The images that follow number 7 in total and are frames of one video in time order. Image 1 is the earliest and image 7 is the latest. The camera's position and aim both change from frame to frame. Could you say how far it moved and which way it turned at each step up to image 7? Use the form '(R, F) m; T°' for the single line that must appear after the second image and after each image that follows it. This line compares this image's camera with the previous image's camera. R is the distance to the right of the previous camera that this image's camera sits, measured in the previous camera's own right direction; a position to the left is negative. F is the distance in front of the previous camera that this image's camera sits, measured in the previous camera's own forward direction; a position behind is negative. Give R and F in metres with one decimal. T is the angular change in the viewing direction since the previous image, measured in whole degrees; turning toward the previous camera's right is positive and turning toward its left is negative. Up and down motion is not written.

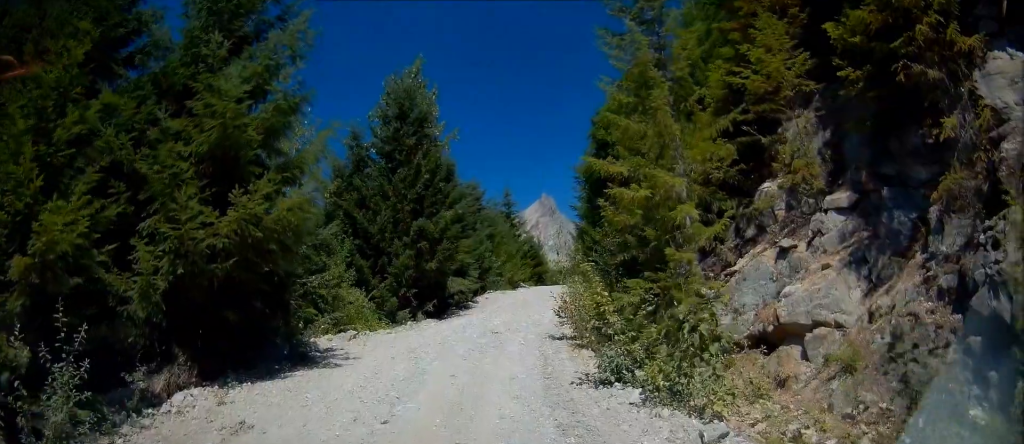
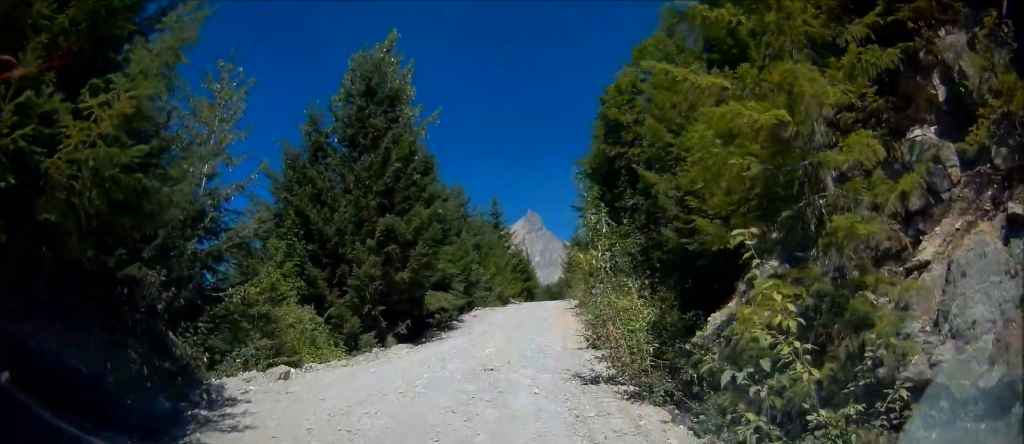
(+0.5, +5.6) m; +3°
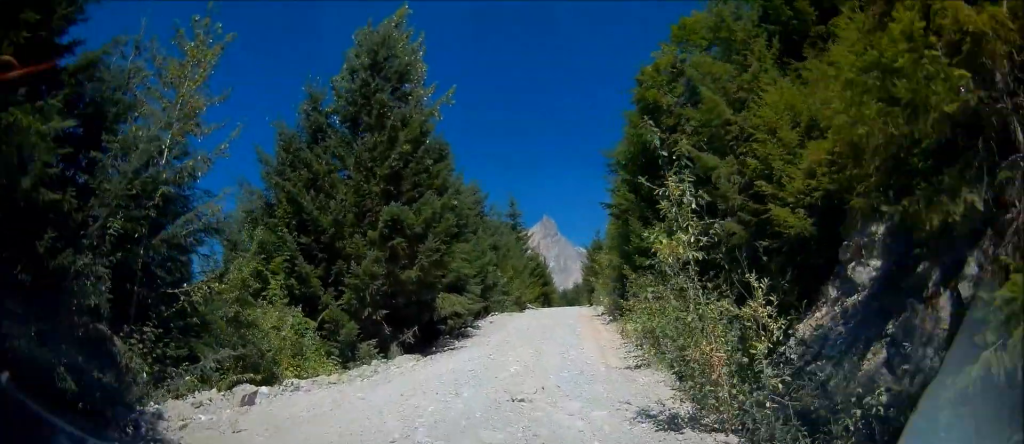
(-0.1, +2.9) m; -3°
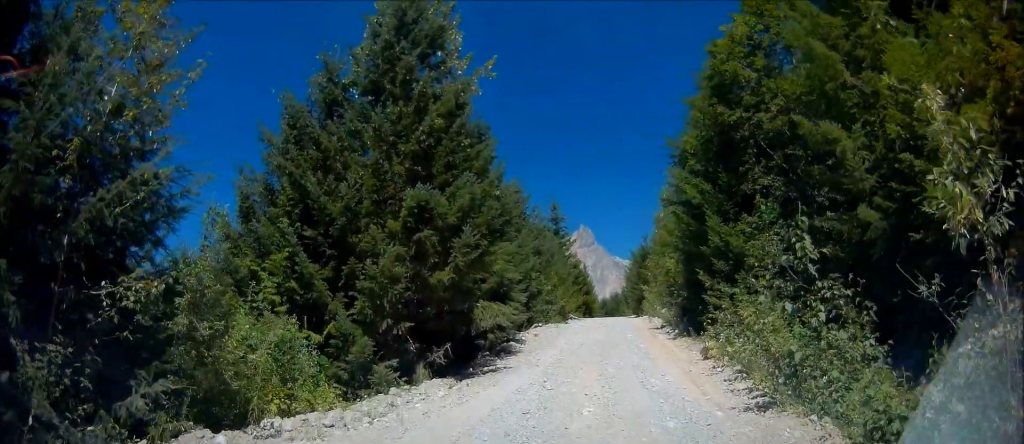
(-0.3, +3.7) m; -4°
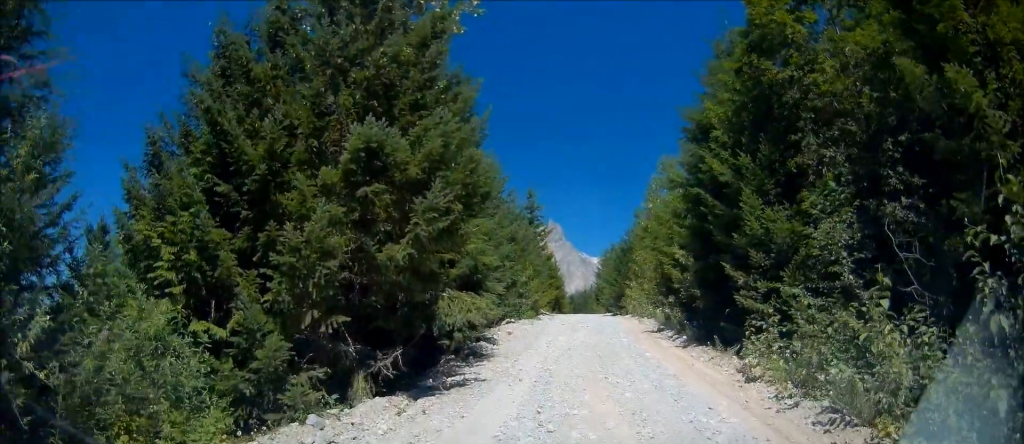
(0.0, +4.4) m; +3°
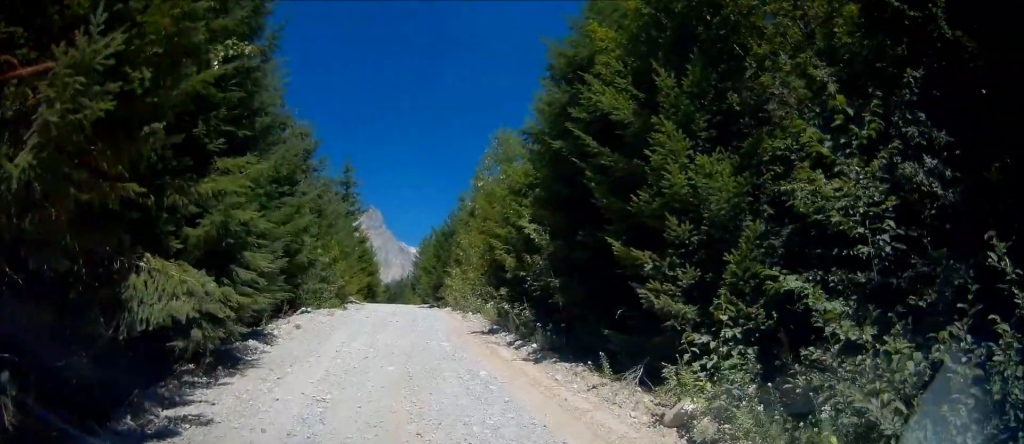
(+0.7, +5.1) m; +15°
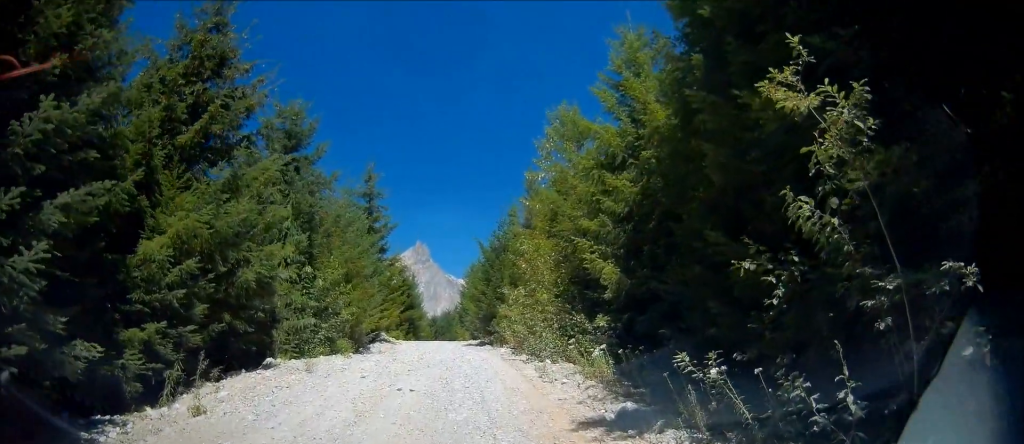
(+0.4, +8.9) m; +4°
